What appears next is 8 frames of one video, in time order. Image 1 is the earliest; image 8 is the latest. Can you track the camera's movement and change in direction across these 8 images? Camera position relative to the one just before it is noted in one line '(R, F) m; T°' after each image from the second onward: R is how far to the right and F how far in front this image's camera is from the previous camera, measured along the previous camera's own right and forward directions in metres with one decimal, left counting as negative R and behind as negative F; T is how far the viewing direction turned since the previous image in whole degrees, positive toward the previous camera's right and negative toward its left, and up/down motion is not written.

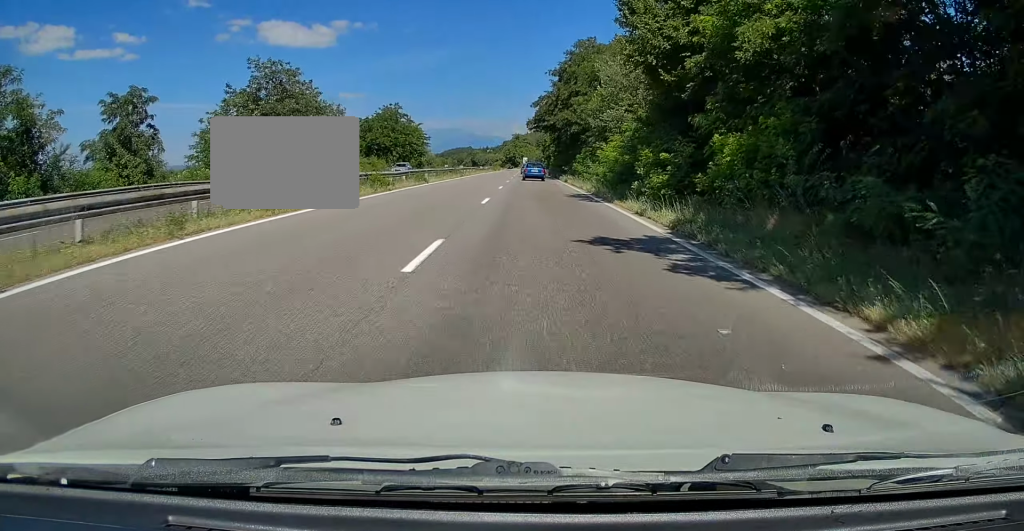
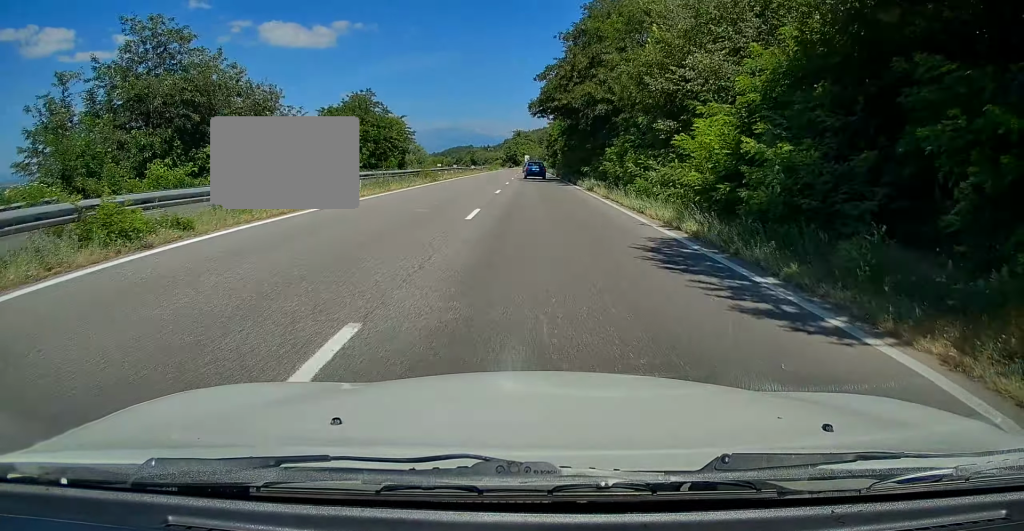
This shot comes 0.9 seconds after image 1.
(+0.1, +17.5) m; 0°
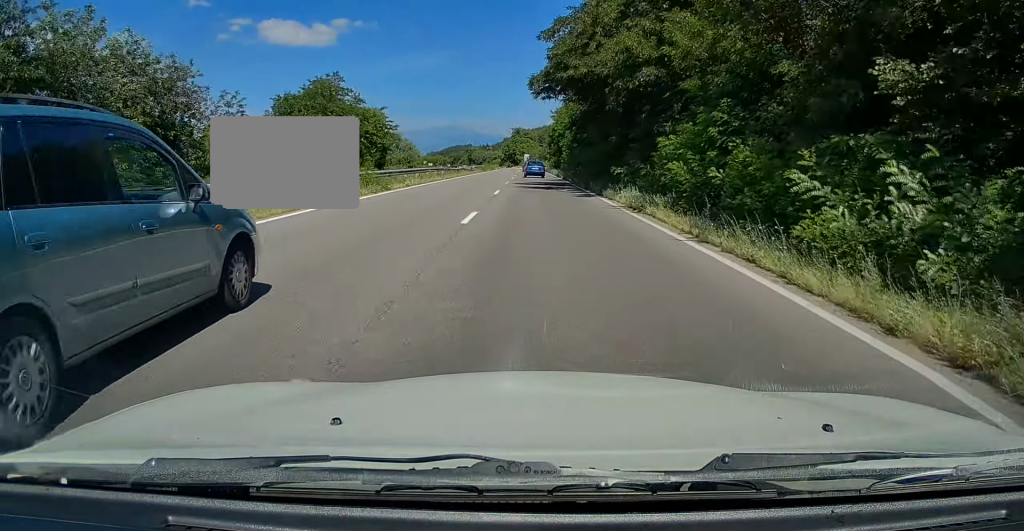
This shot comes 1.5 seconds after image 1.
(-0.1, +13.3) m; 0°
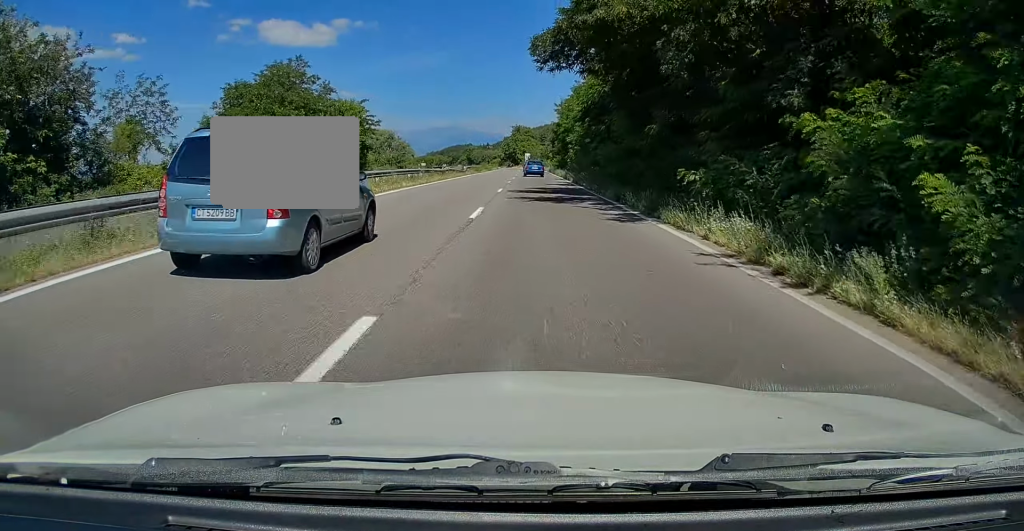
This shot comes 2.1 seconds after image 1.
(0.0, +10.5) m; 0°
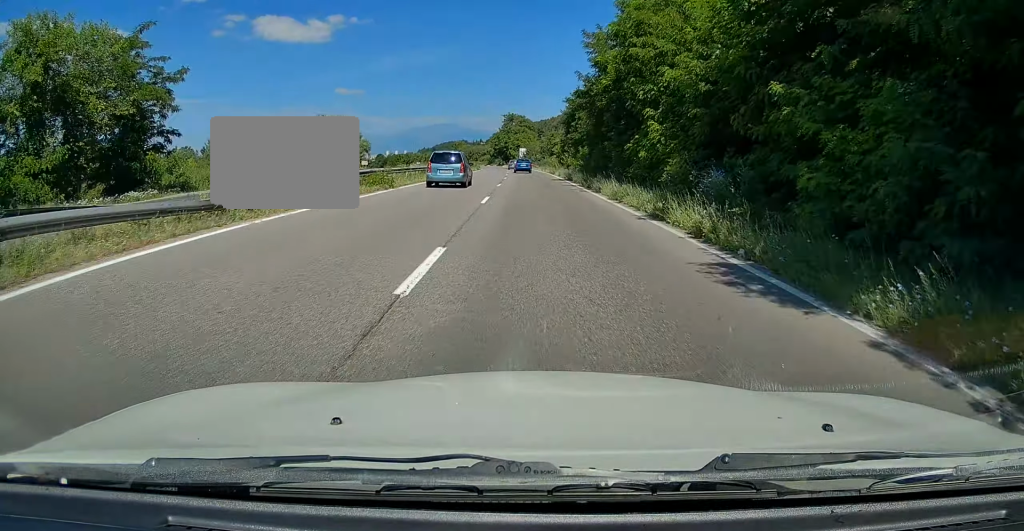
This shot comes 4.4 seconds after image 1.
(+0.2, +44.6) m; +1°
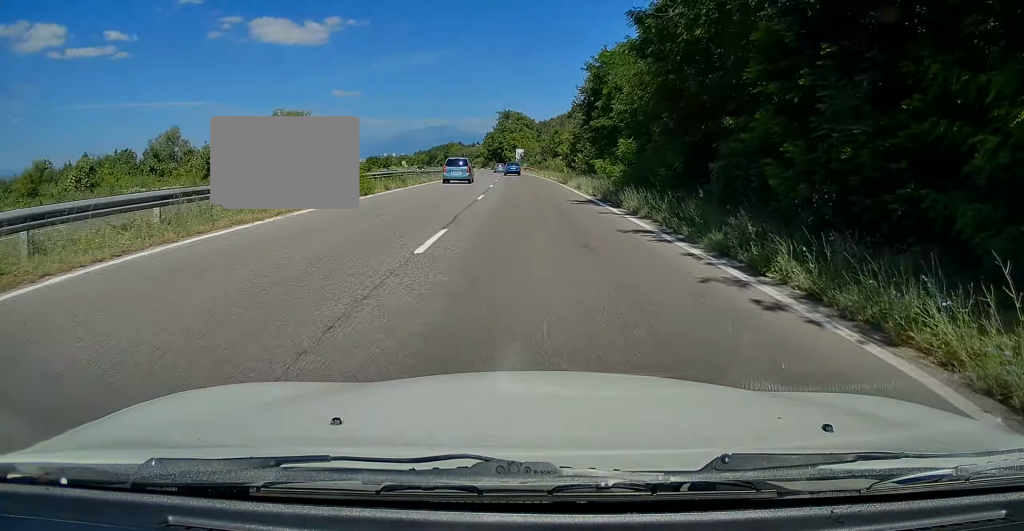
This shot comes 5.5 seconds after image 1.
(-0.2, +21.8) m; -1°
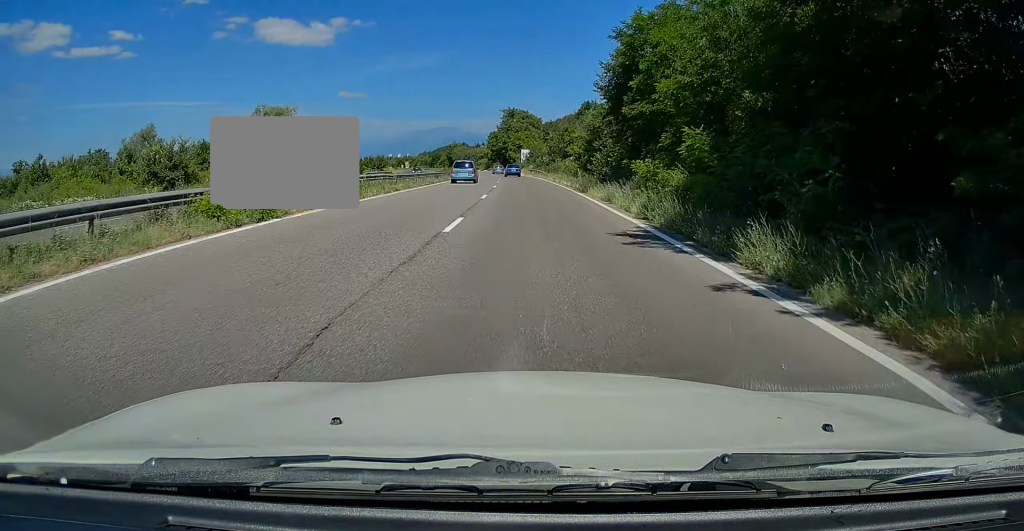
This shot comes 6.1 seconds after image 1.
(0.0, +9.7) m; 0°
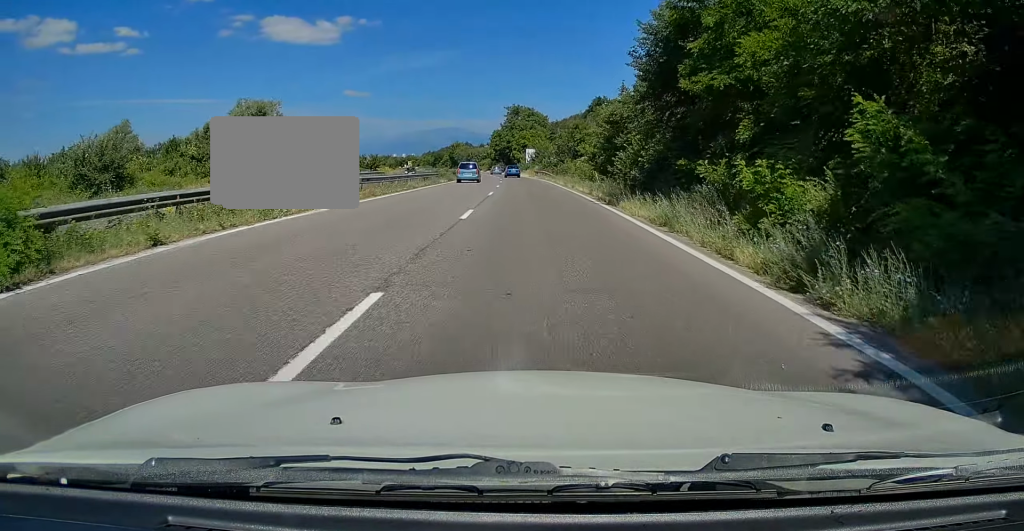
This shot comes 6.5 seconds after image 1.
(0.0, +8.5) m; 0°
